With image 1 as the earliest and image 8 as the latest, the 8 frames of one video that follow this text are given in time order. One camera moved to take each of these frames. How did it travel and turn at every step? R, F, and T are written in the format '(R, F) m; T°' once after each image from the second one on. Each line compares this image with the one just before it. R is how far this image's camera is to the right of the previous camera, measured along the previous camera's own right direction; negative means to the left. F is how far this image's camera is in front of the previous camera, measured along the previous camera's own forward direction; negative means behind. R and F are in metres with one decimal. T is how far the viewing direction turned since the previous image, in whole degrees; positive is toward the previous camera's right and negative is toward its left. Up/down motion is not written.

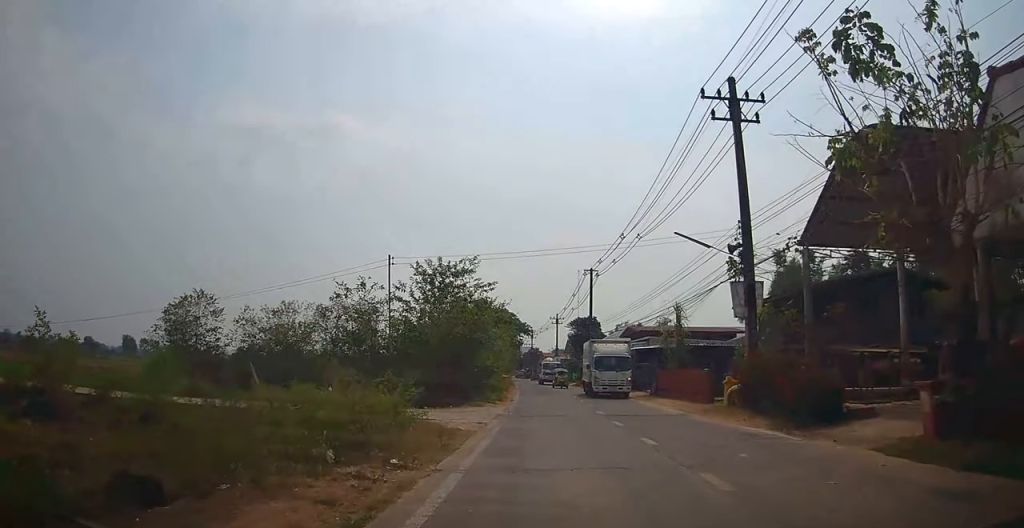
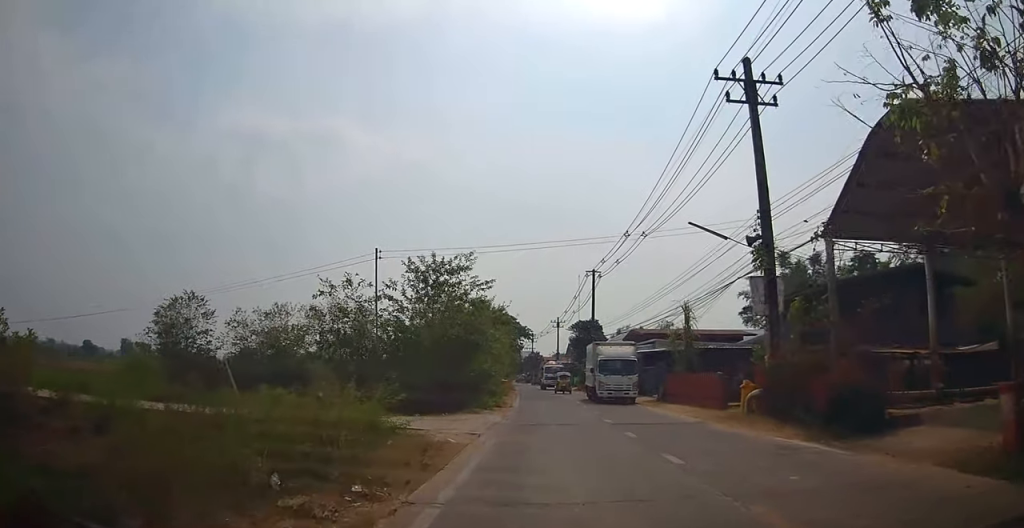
(0.0, +2.2) m; +1°
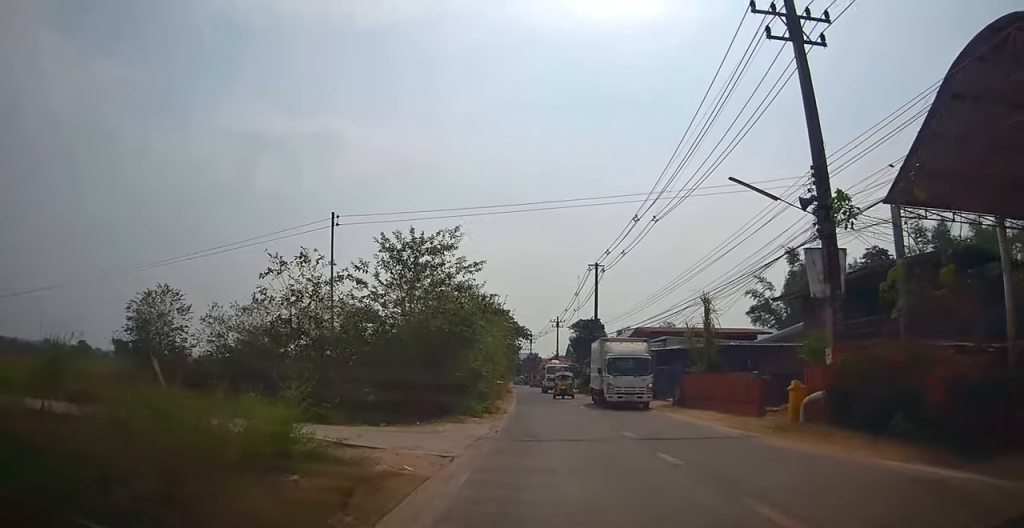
(+0.2, +4.7) m; +1°
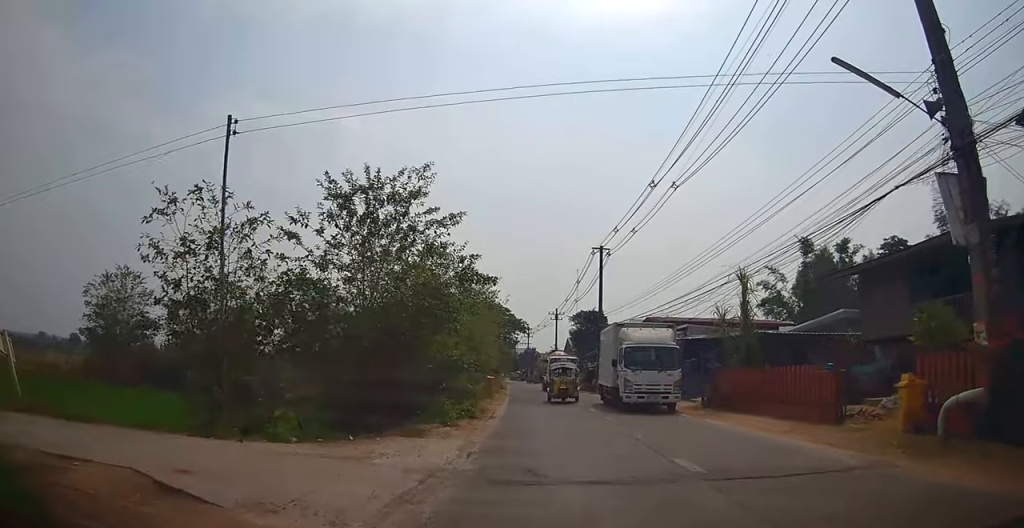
(-0.2, +5.6) m; -2°
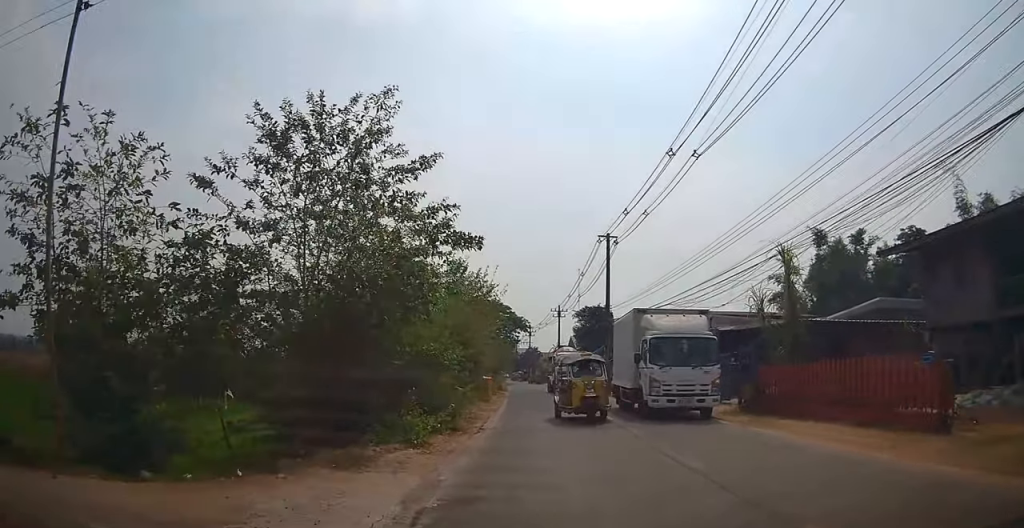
(0.0, +4.2) m; -1°
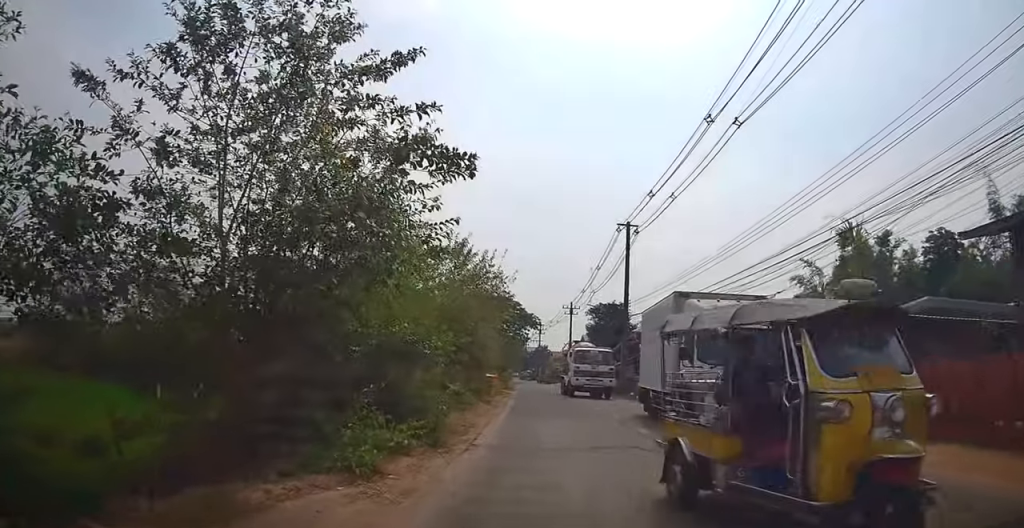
(-0.1, +4.6) m; -2°
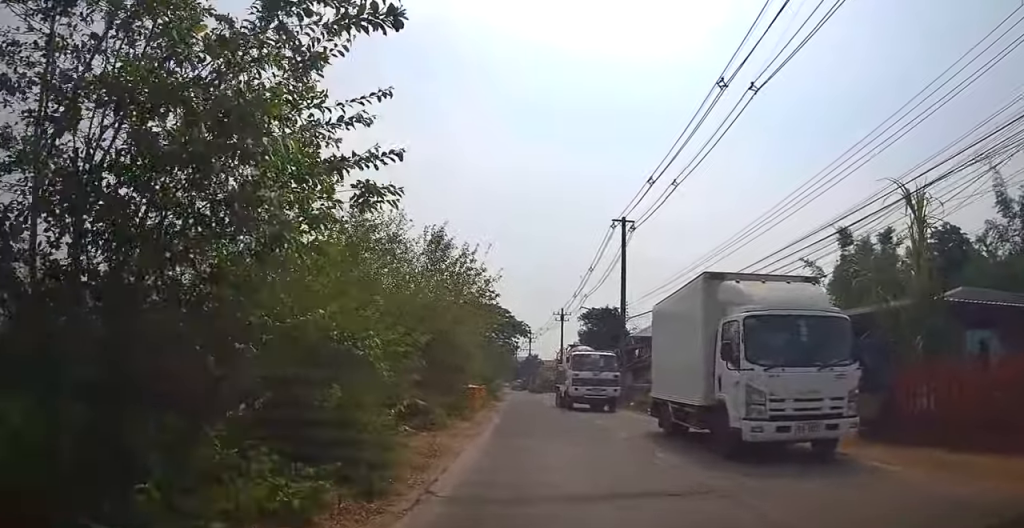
(0.0, +4.2) m; -1°
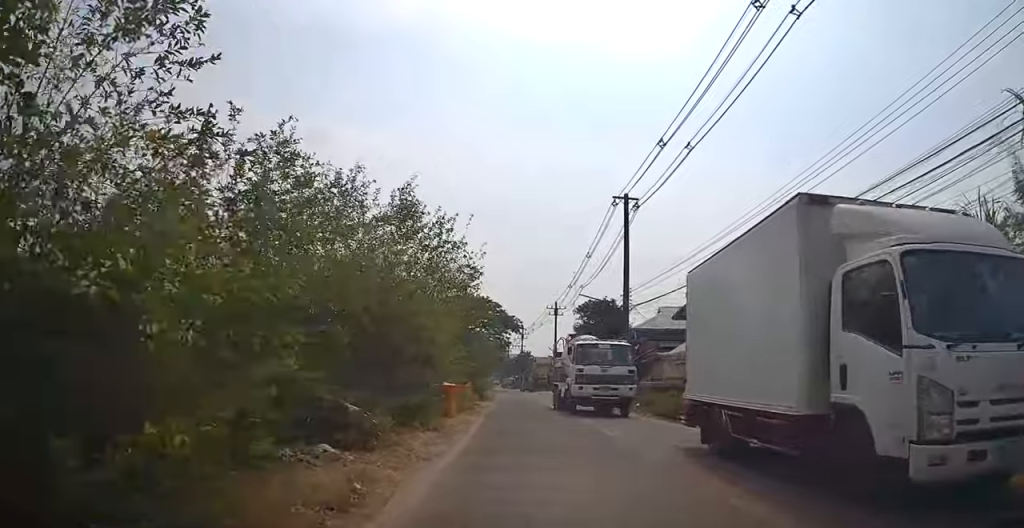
(0.0, +4.3) m; -1°
